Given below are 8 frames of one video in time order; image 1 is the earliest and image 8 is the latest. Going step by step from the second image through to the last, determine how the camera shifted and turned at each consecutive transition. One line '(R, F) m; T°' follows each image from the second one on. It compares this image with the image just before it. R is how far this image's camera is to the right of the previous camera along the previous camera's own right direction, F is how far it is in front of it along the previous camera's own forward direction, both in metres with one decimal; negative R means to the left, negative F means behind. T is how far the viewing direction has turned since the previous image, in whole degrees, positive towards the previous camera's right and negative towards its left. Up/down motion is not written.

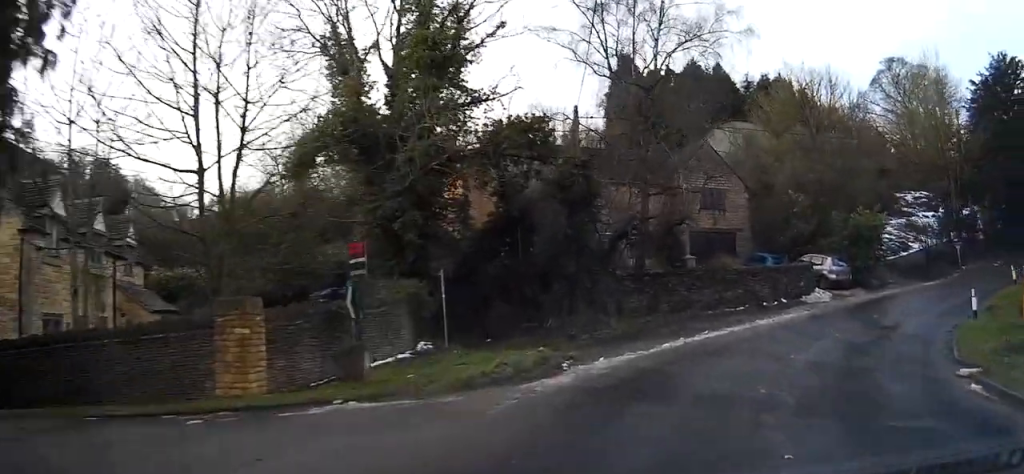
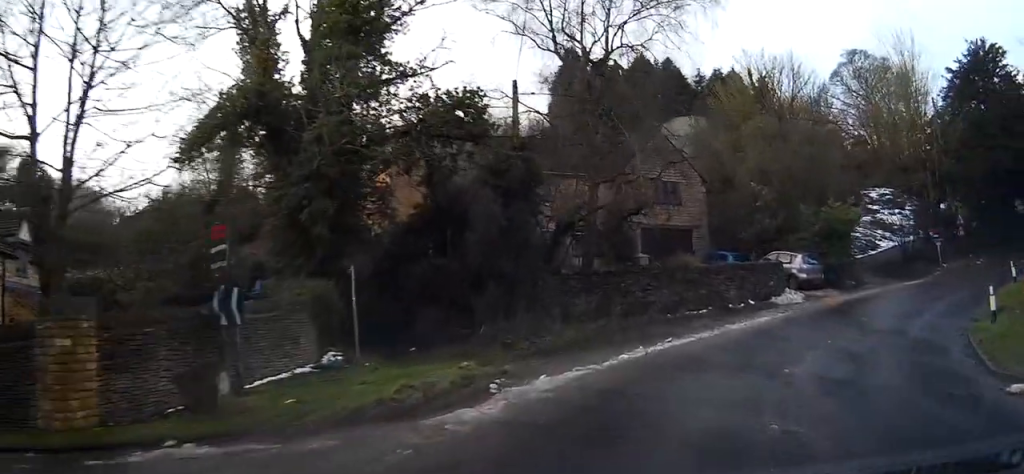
(+0.2, +3.4) m; +4°
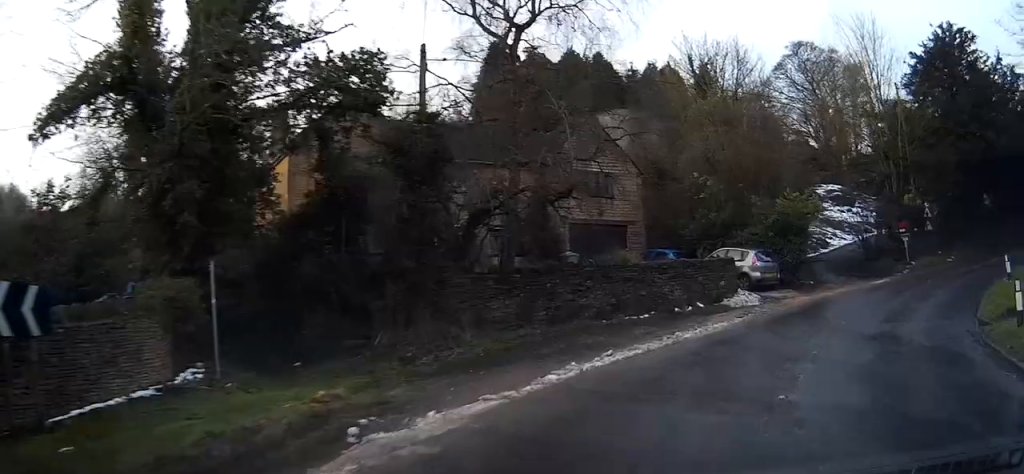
(-0.1, +3.7) m; +4°
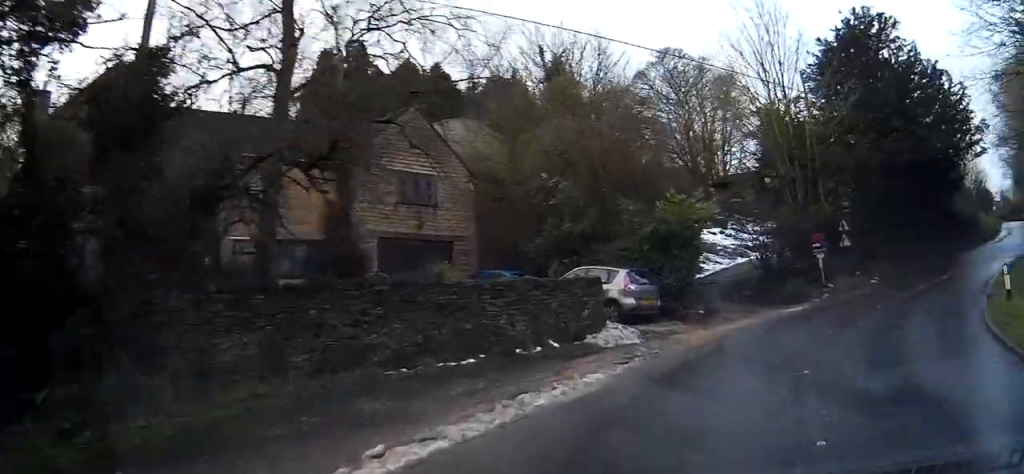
(+0.7, +7.5) m; +8°
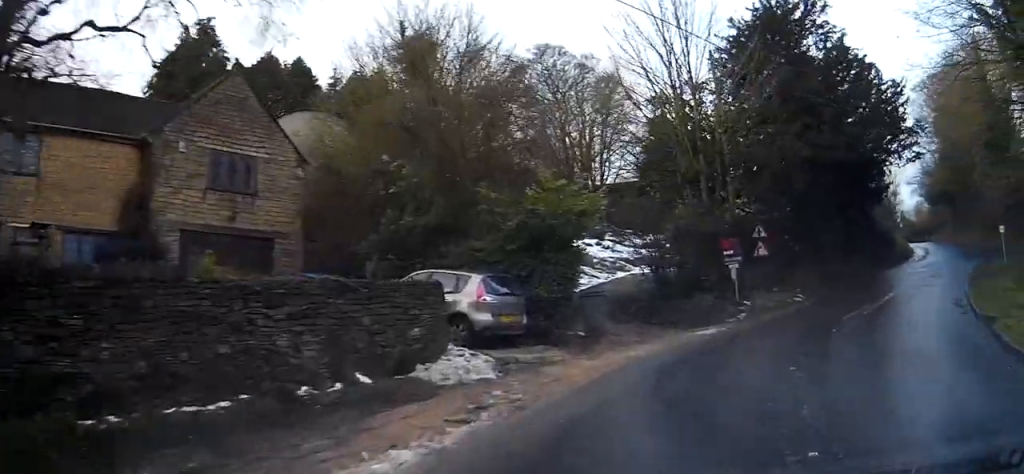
(+0.3, +5.5) m; +8°
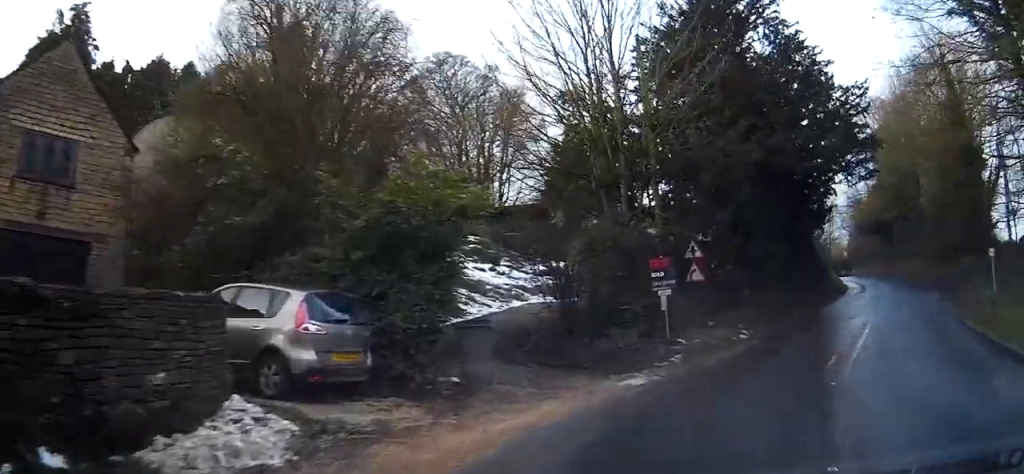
(+0.3, +5.1) m; +11°
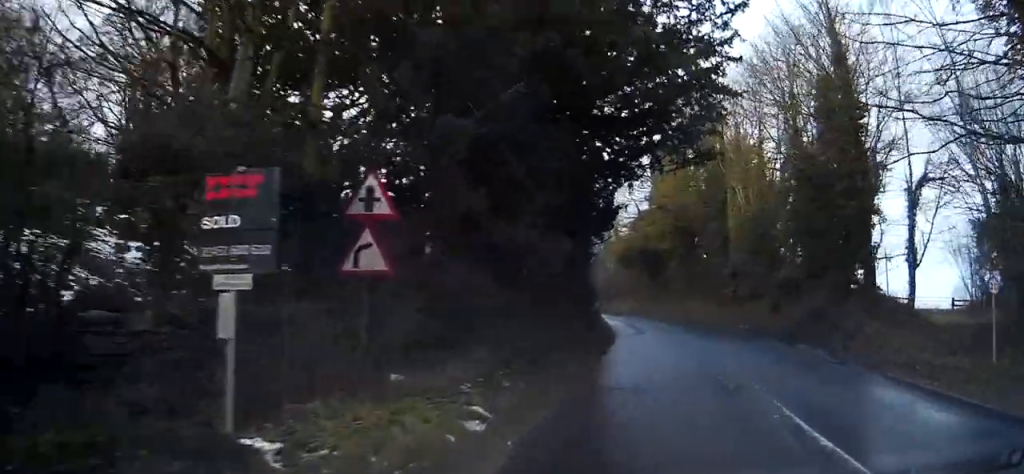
(+3.2, +10.9) m; +29°
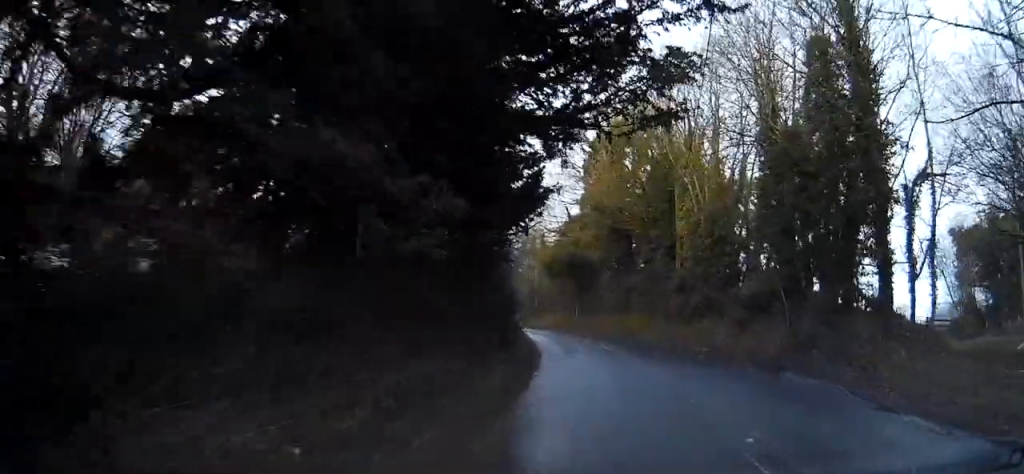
(+0.5, +5.7) m; +6°
